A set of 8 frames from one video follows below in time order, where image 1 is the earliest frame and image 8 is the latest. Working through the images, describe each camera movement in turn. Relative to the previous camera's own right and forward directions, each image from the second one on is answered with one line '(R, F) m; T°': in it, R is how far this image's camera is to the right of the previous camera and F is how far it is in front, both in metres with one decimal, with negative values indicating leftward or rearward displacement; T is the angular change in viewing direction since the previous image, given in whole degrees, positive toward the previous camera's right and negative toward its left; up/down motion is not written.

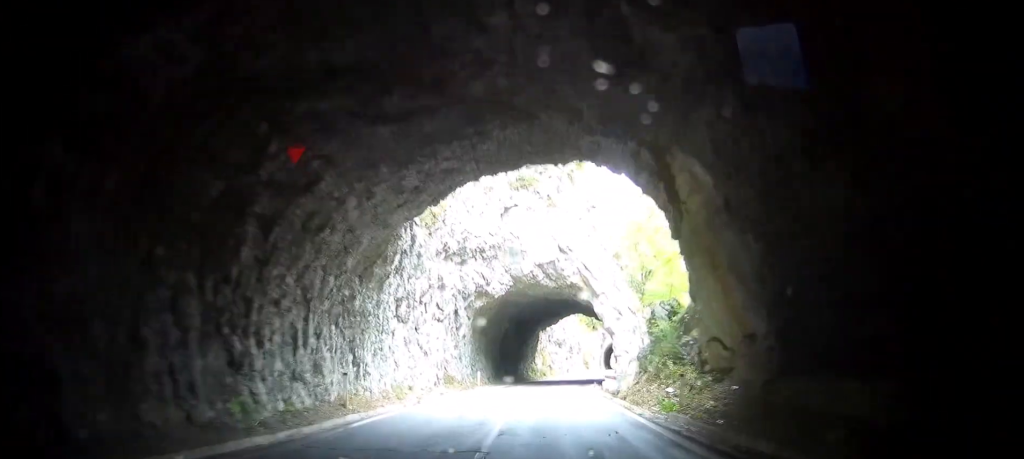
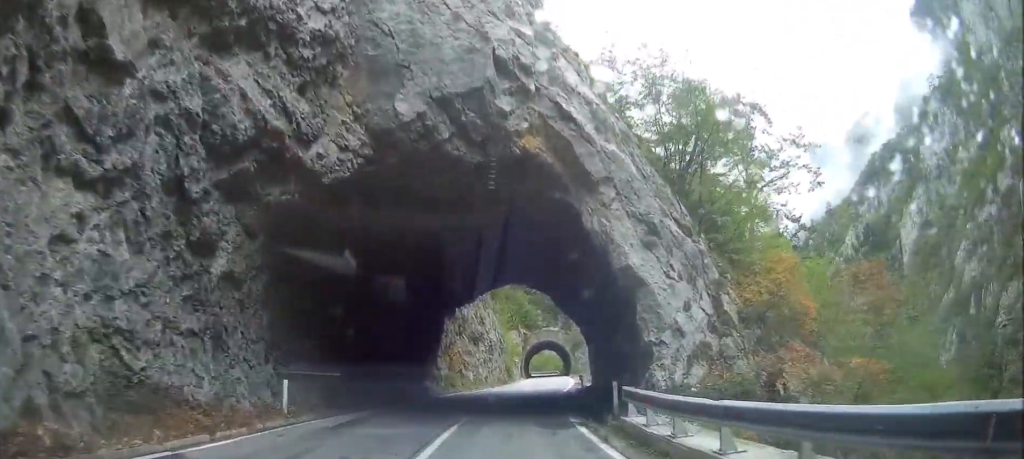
(+5.4, +26.0) m; +14°
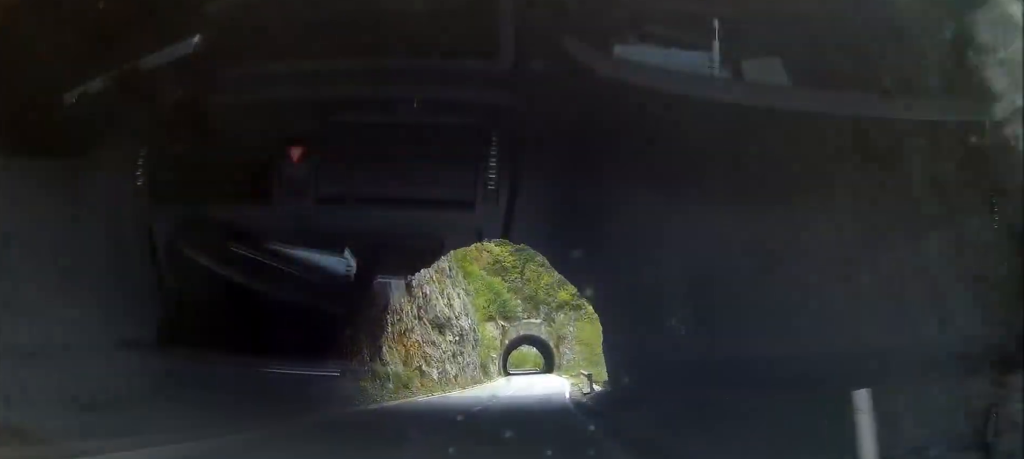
(-0.3, +13.1) m; -1°
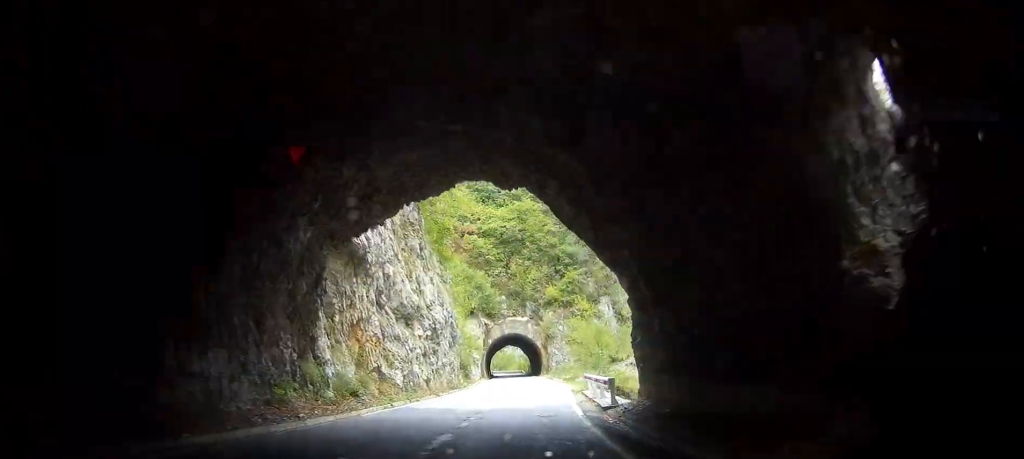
(-0.3, +8.9) m; 0°
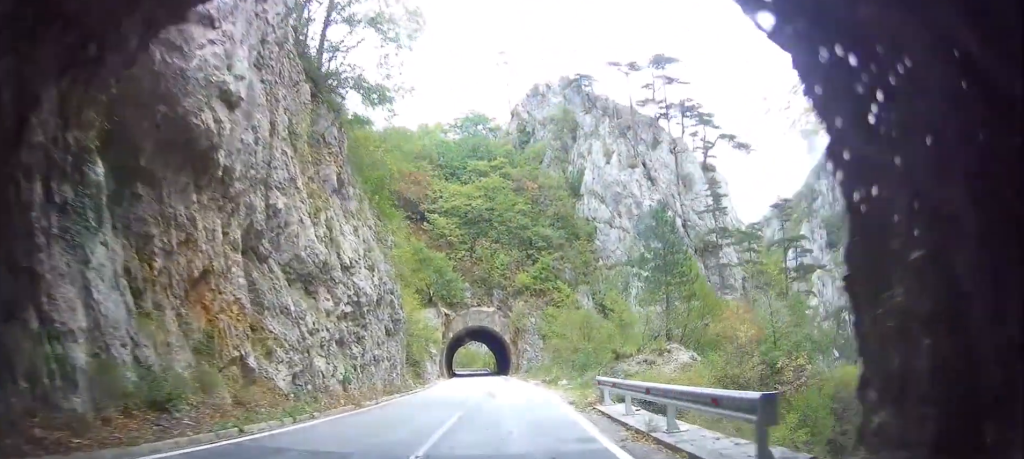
(+0.7, +13.6) m; +3°
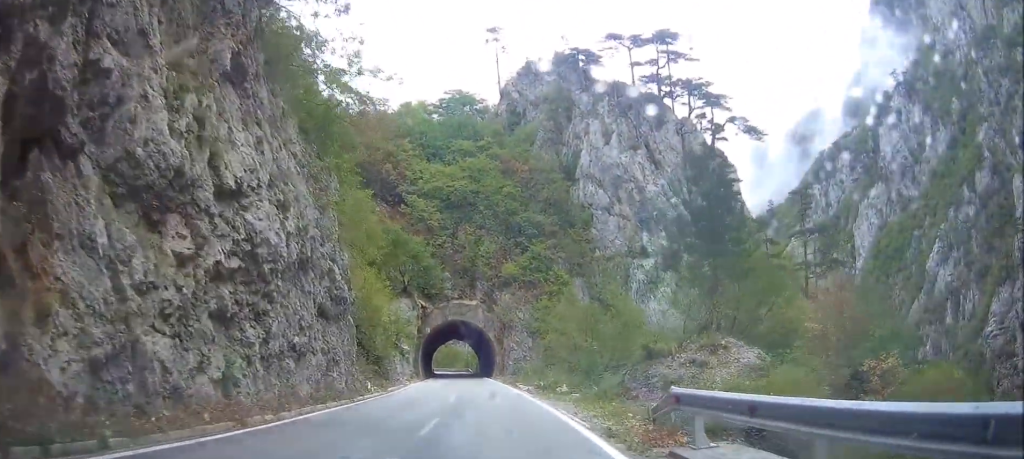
(0.0, +10.4) m; 0°
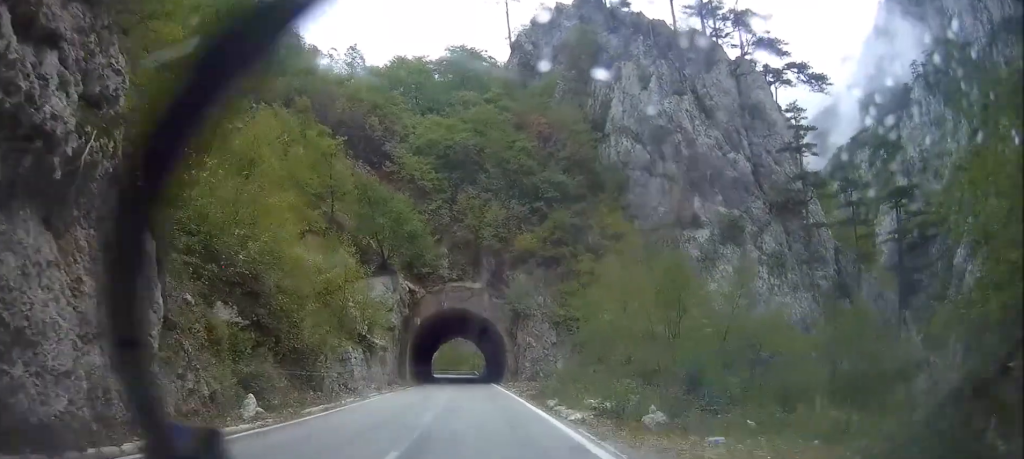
(+0.2, +19.5) m; +1°
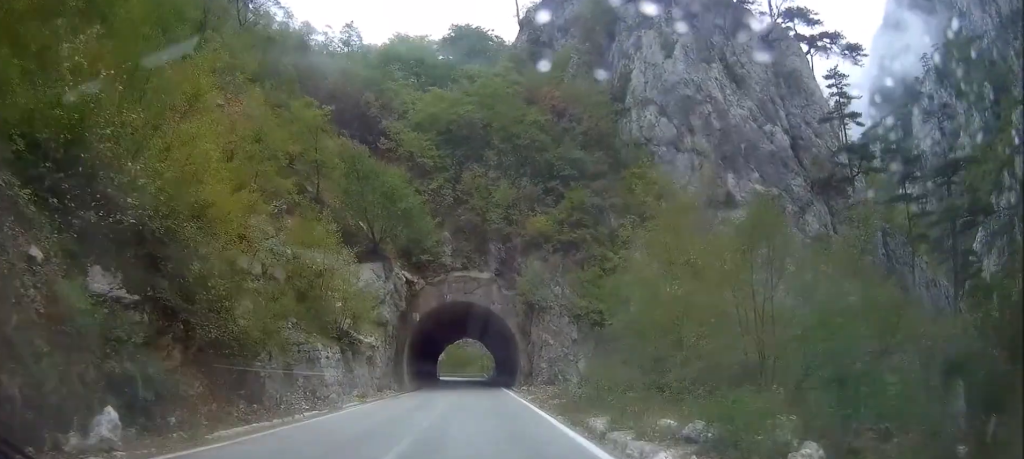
(0.0, +7.8) m; 0°
